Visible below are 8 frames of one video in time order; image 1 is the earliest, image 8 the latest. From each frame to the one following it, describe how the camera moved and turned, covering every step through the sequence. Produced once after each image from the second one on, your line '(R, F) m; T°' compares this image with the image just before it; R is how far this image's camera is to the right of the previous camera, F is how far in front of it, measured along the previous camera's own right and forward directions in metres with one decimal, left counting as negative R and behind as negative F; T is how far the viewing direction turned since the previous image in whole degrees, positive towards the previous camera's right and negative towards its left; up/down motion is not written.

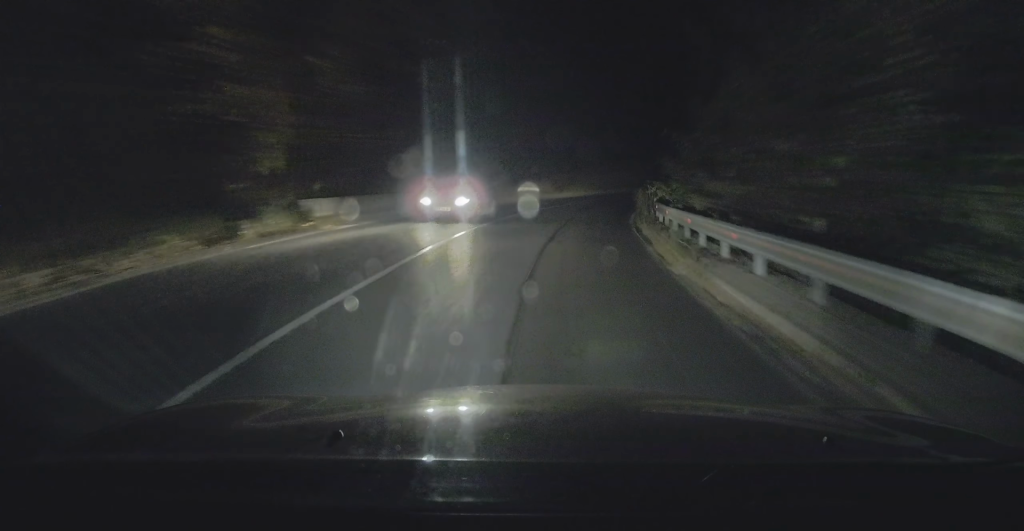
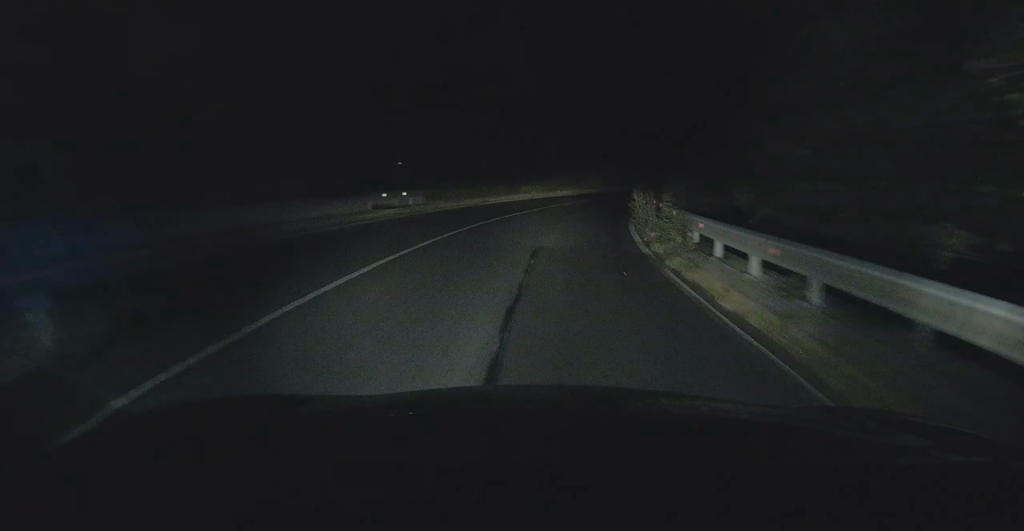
(+0.4, +10.1) m; +5°
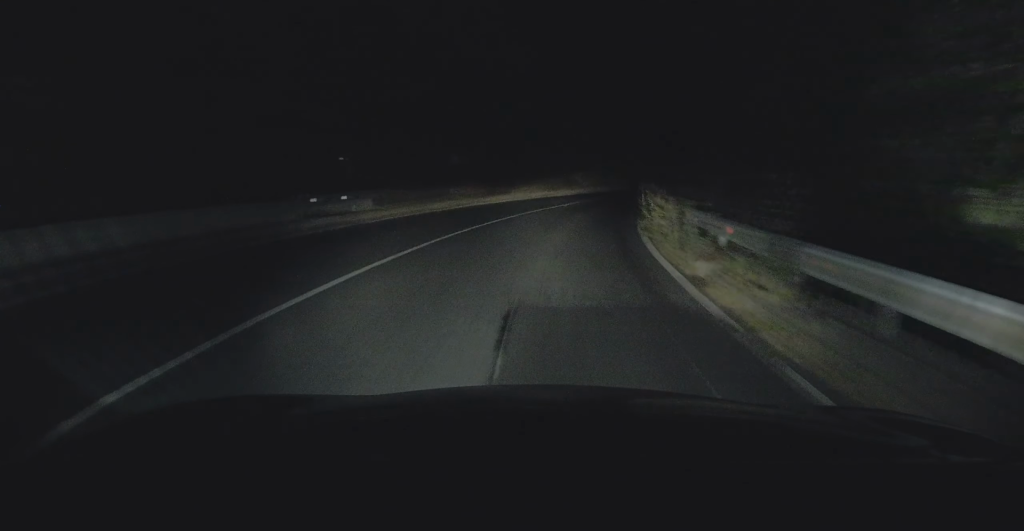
(+0.2, +5.5) m; +2°
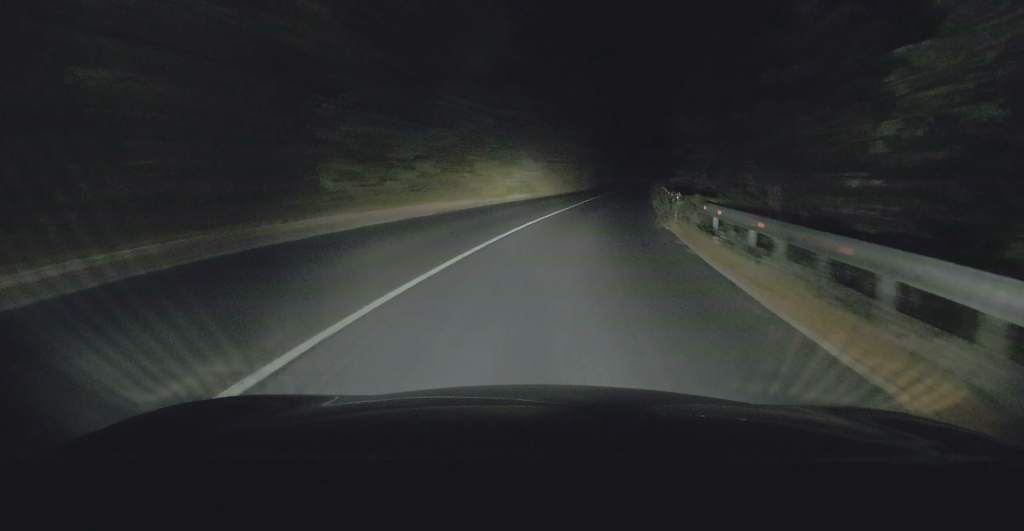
(+3.6, +33.6) m; +15°
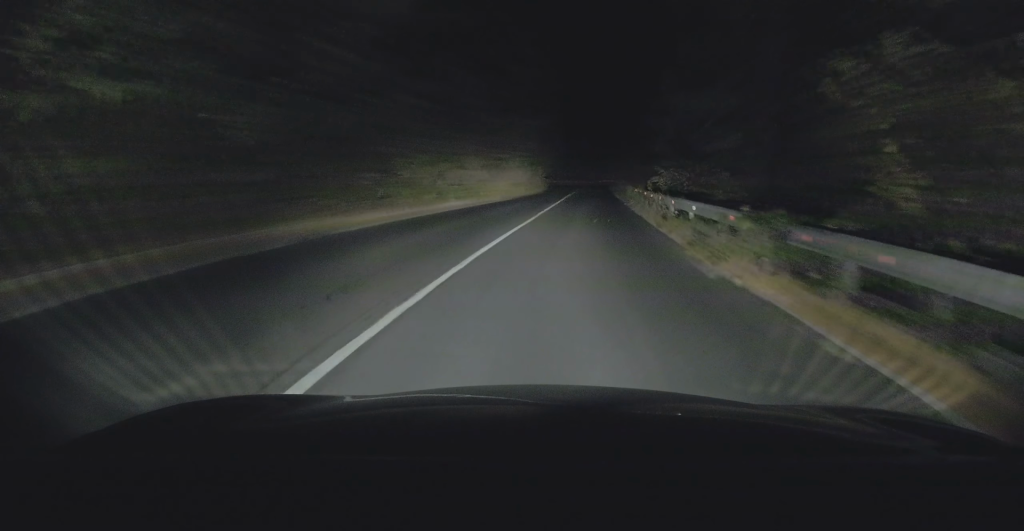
(+0.7, +9.2) m; +4°
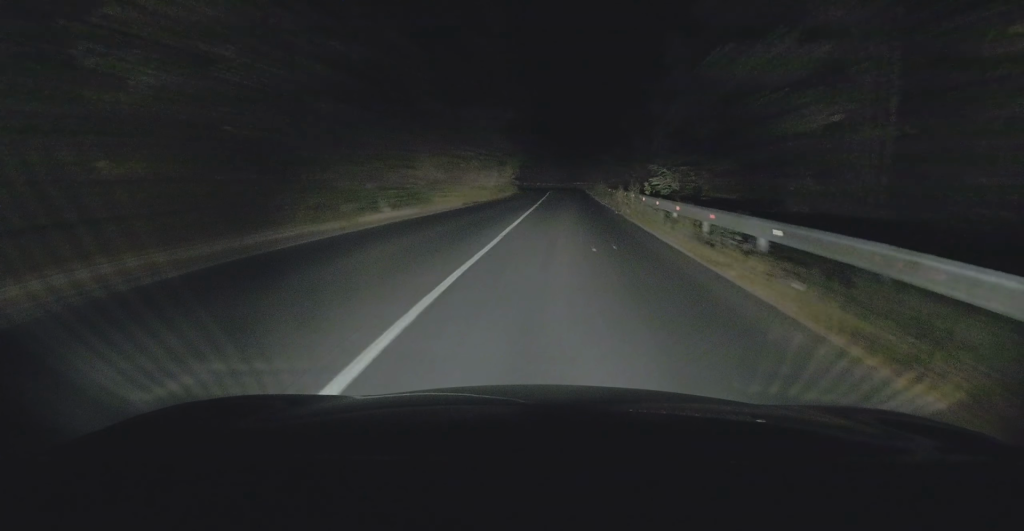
(+0.2, +7.5) m; +3°
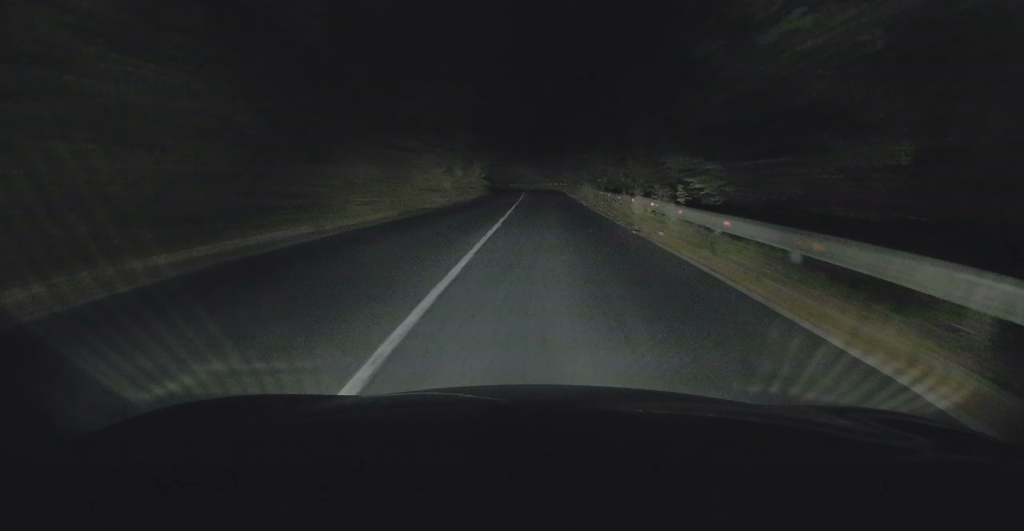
(+0.2, +10.1) m; +2°
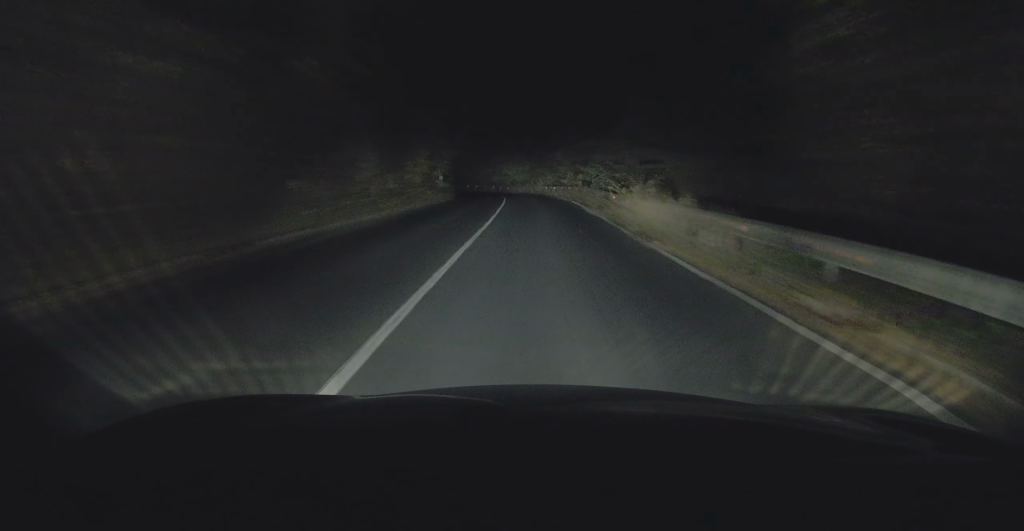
(+0.6, +25.6) m; +2°
